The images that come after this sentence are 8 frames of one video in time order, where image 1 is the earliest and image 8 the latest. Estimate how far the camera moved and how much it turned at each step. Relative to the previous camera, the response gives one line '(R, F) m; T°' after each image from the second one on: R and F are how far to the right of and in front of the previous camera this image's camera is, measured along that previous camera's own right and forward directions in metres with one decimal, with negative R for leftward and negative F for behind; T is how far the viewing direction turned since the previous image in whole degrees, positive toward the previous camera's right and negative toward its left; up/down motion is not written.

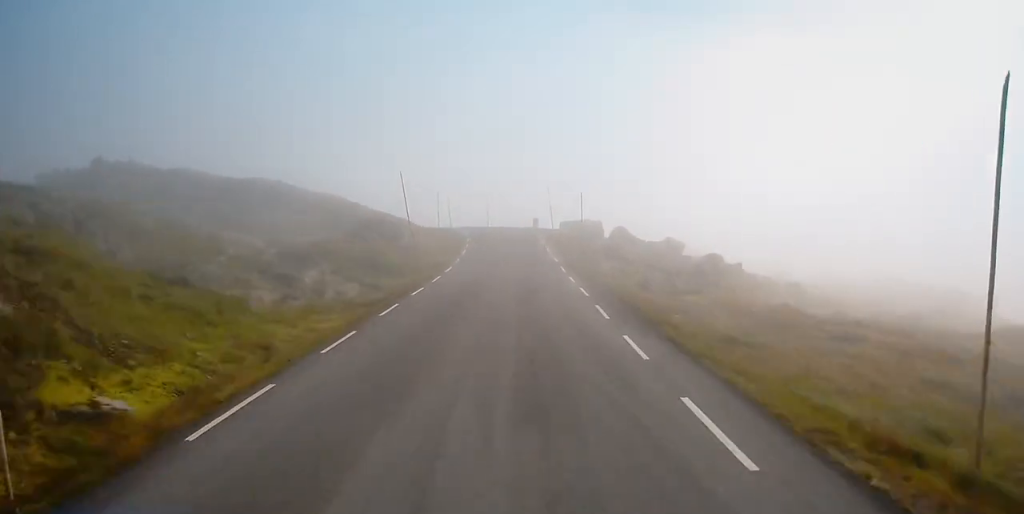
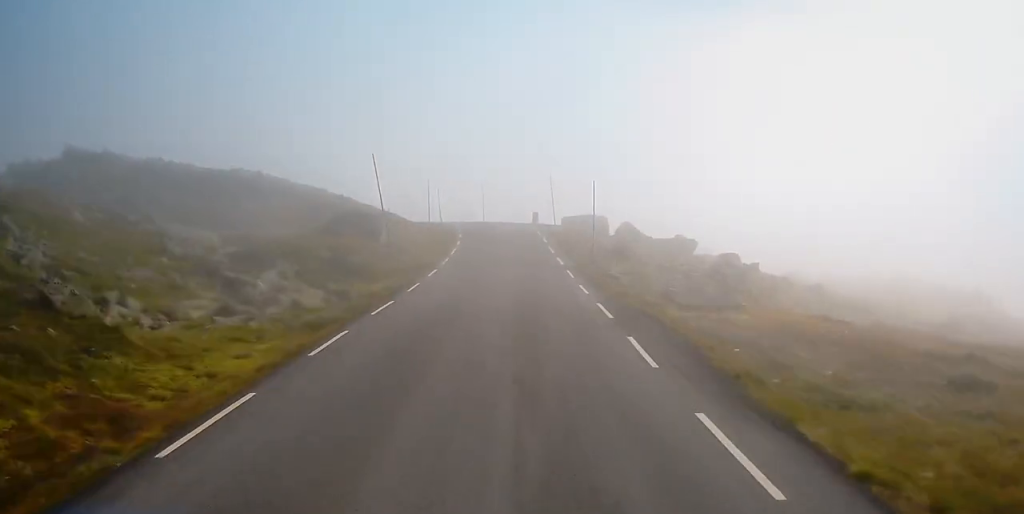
(+0.3, +6.7) m; +2°
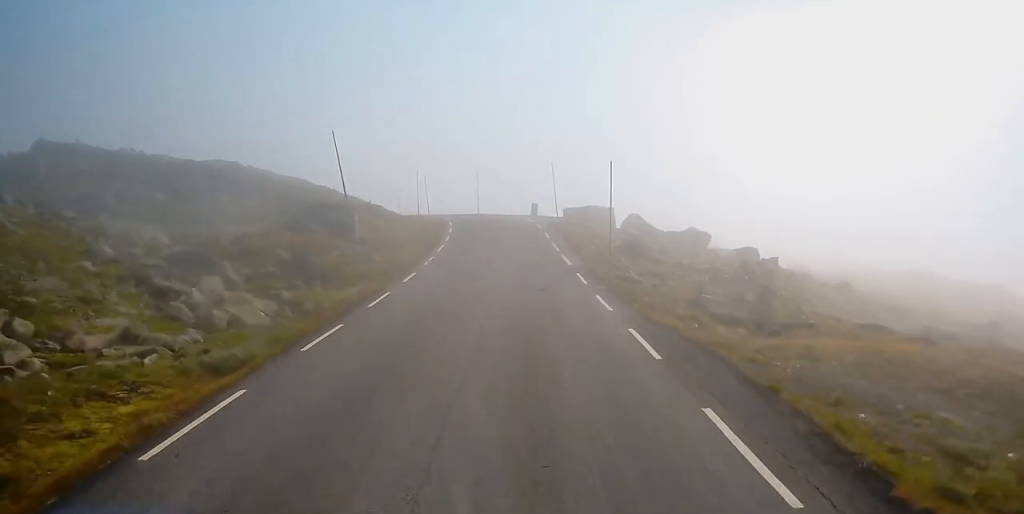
(0.0, +6.3) m; 0°
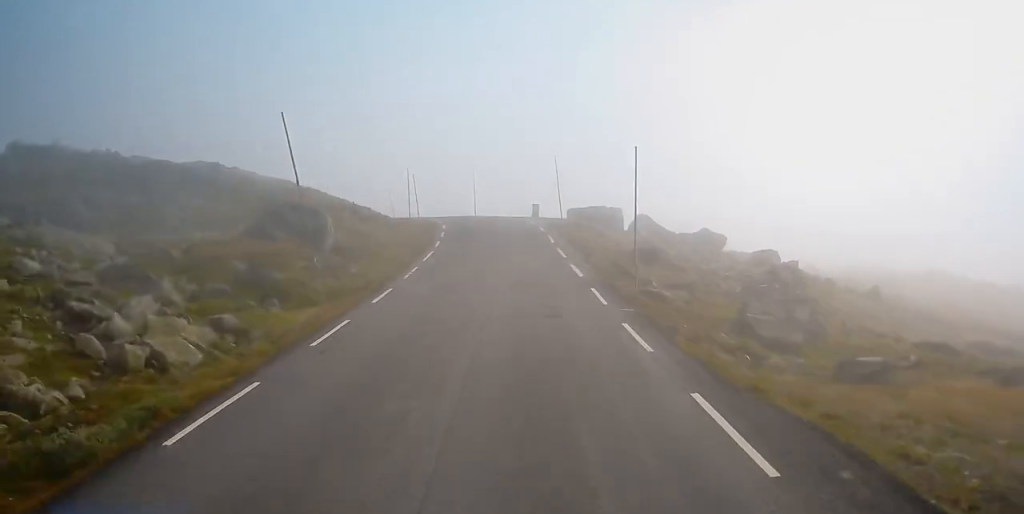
(0.0, +5.4) m; 0°
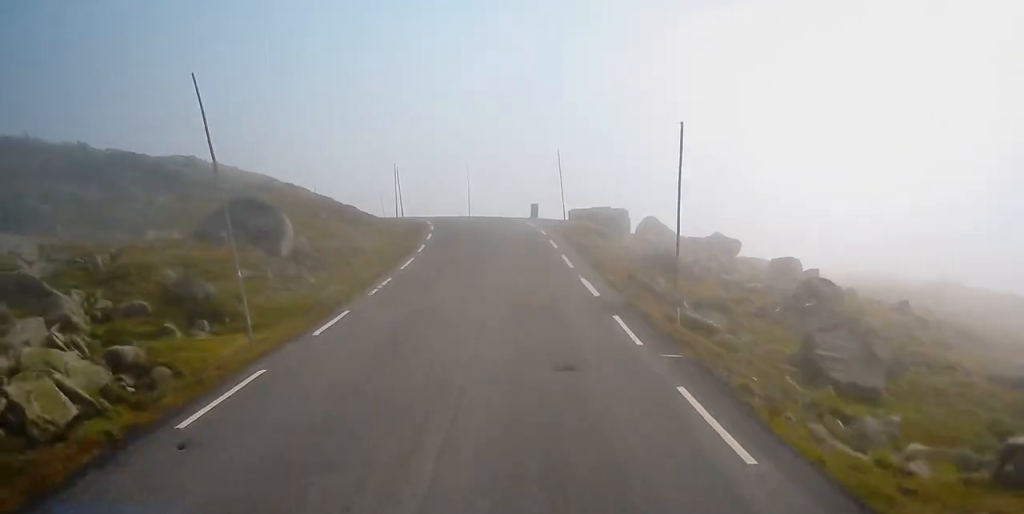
(0.0, +5.5) m; 0°
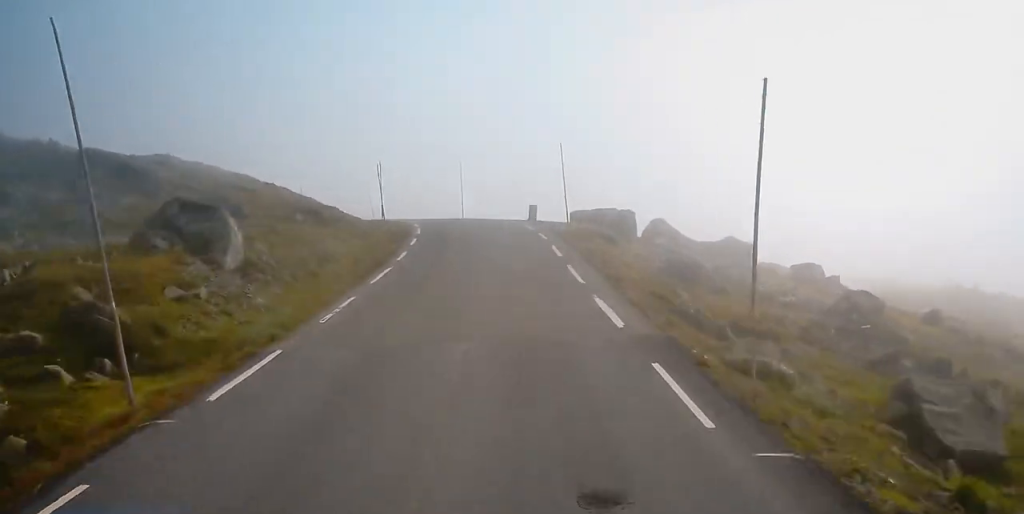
(0.0, +4.9) m; 0°
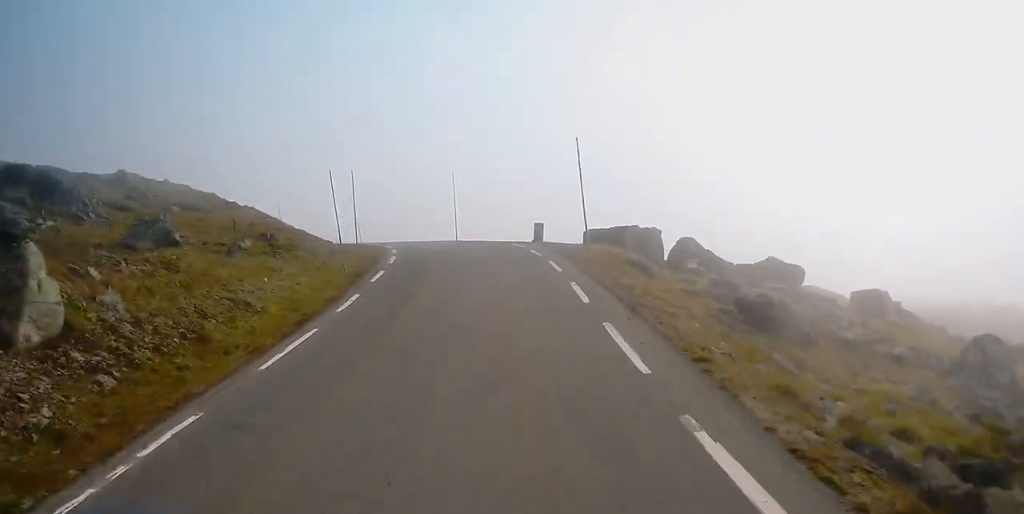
(0.0, +9.6) m; -1°
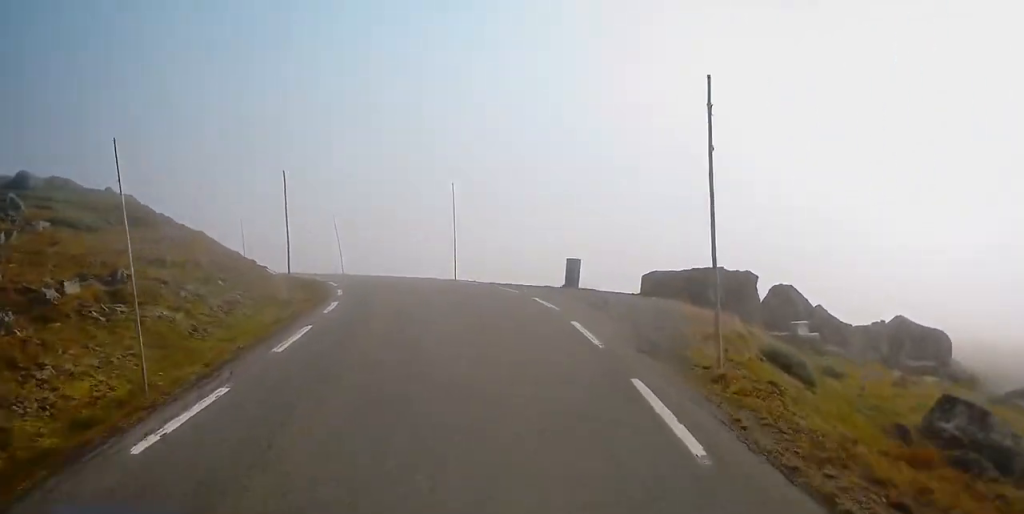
(-0.8, +16.3) m; -2°
